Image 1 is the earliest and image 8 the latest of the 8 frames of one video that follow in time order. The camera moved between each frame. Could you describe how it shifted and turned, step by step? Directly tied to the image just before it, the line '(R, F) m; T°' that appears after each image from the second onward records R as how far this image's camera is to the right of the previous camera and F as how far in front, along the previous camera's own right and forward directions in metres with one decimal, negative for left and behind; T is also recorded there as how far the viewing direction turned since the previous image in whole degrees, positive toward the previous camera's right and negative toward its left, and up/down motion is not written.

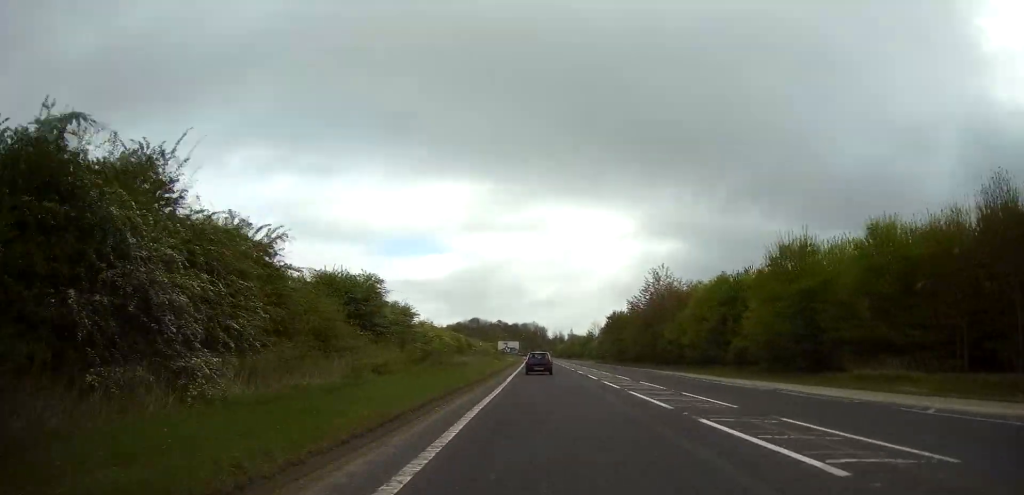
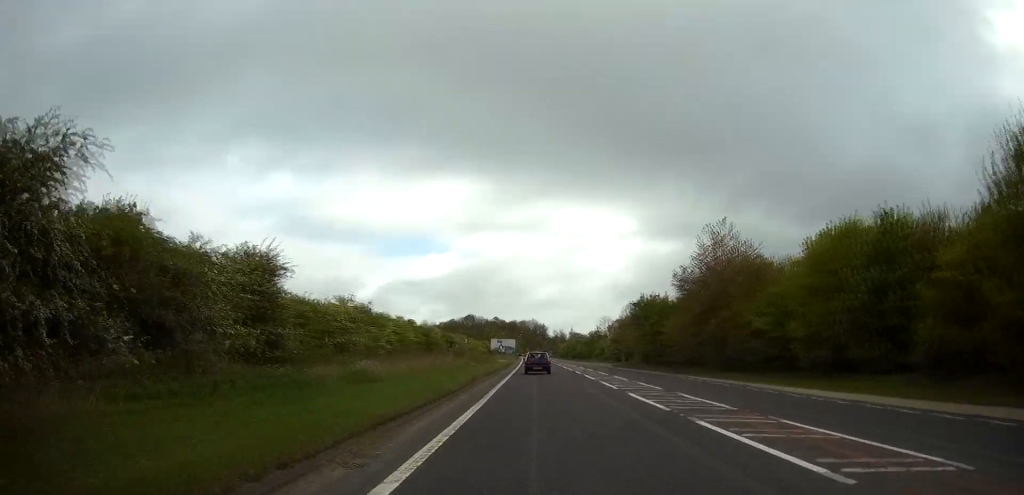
(0.0, +27.4) m; 0°
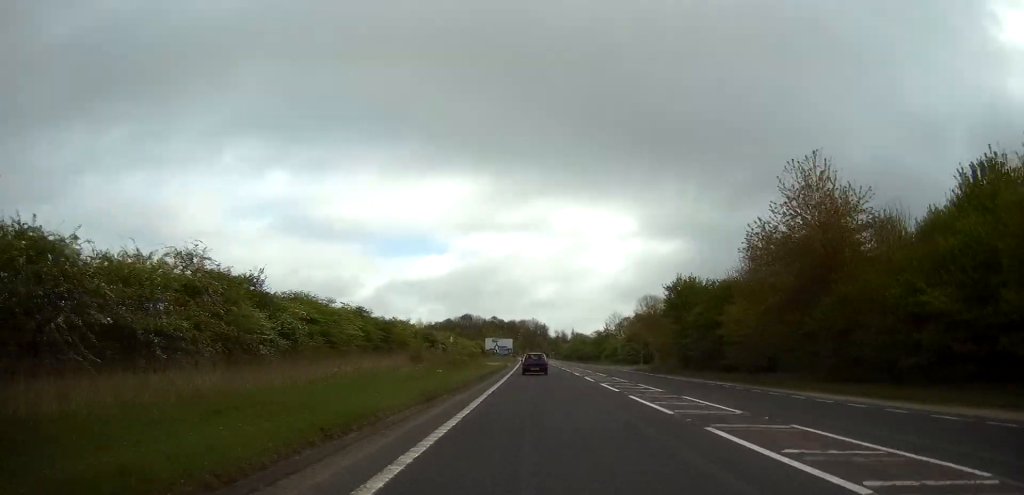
(+0.1, +19.2) m; 0°
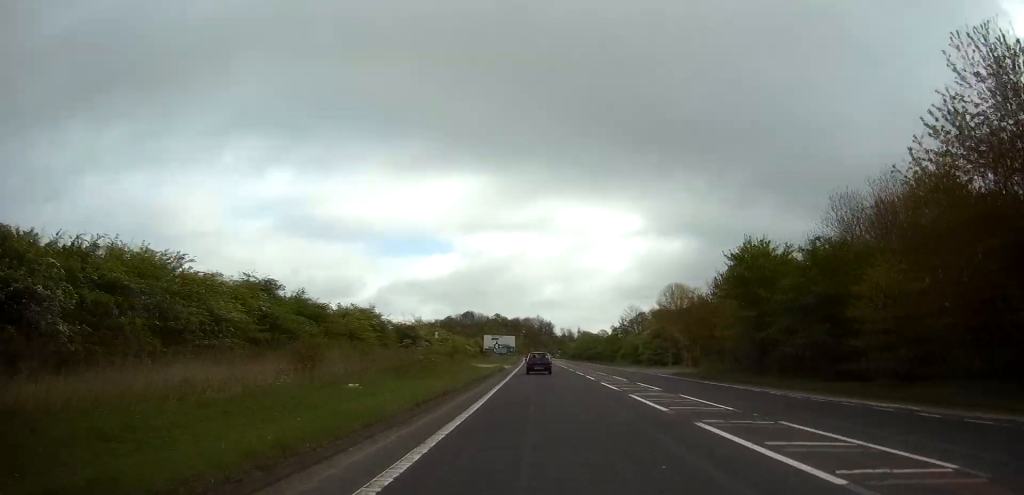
(-0.1, +17.3) m; -1°
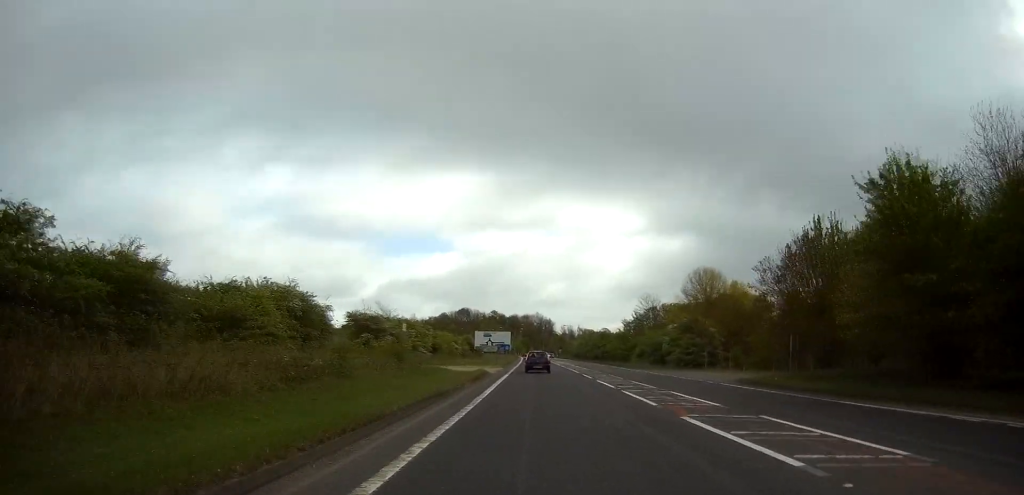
(-0.1, +17.2) m; 0°
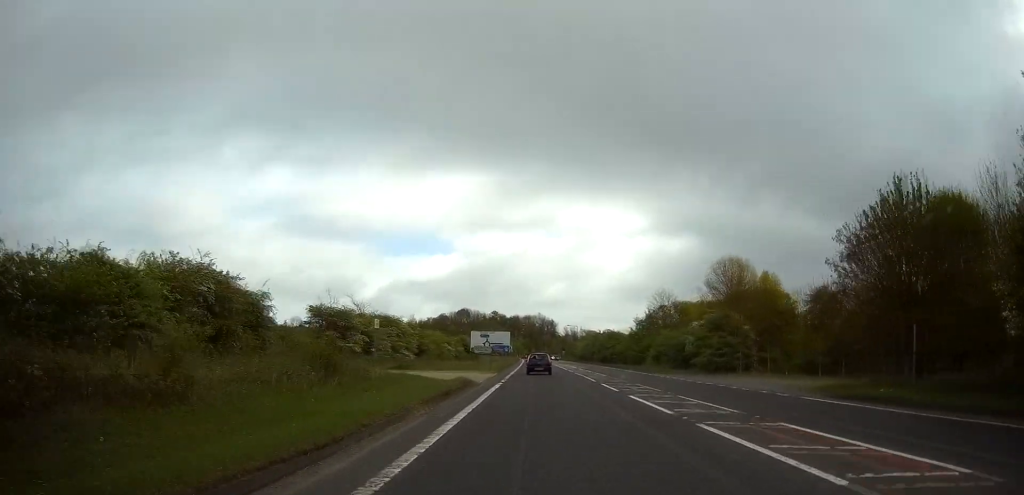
(-0.1, +10.3) m; 0°
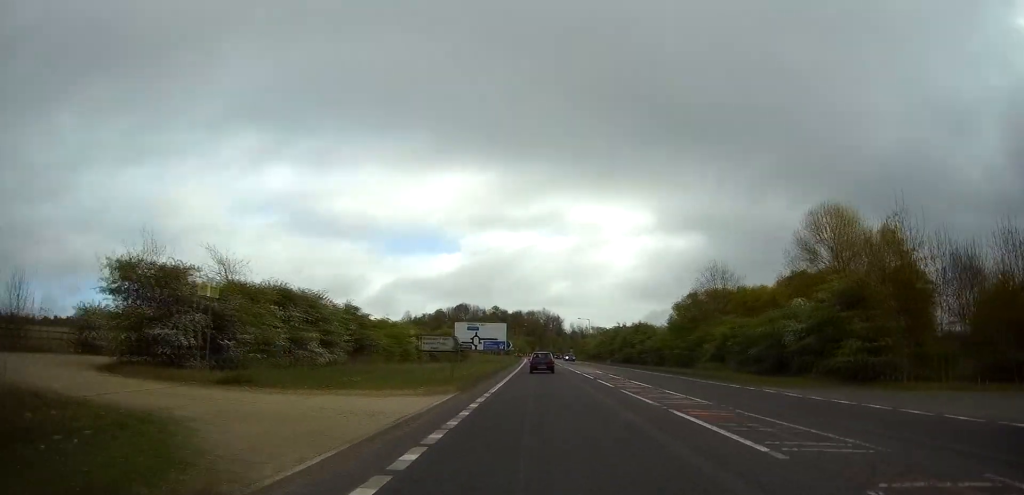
(+0.1, +24.4) m; 0°
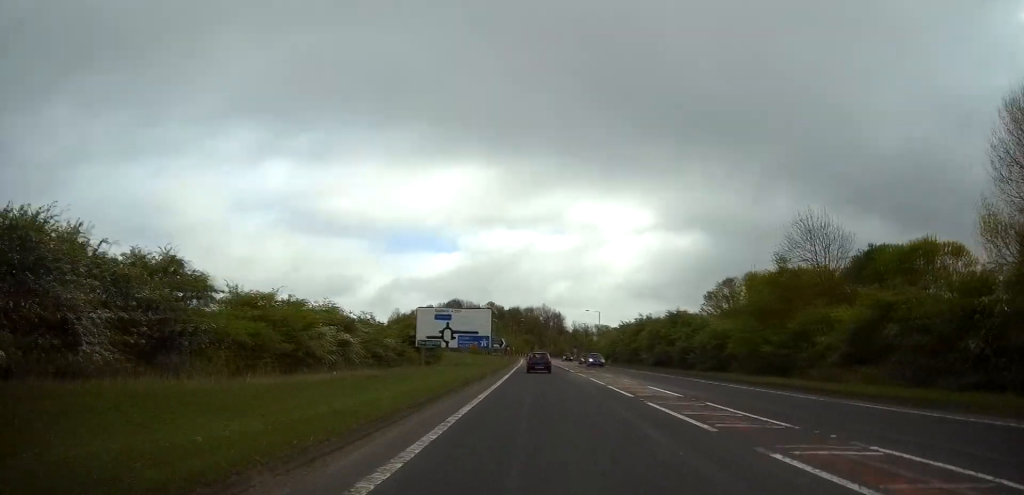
(-0.2, +24.0) m; -1°
